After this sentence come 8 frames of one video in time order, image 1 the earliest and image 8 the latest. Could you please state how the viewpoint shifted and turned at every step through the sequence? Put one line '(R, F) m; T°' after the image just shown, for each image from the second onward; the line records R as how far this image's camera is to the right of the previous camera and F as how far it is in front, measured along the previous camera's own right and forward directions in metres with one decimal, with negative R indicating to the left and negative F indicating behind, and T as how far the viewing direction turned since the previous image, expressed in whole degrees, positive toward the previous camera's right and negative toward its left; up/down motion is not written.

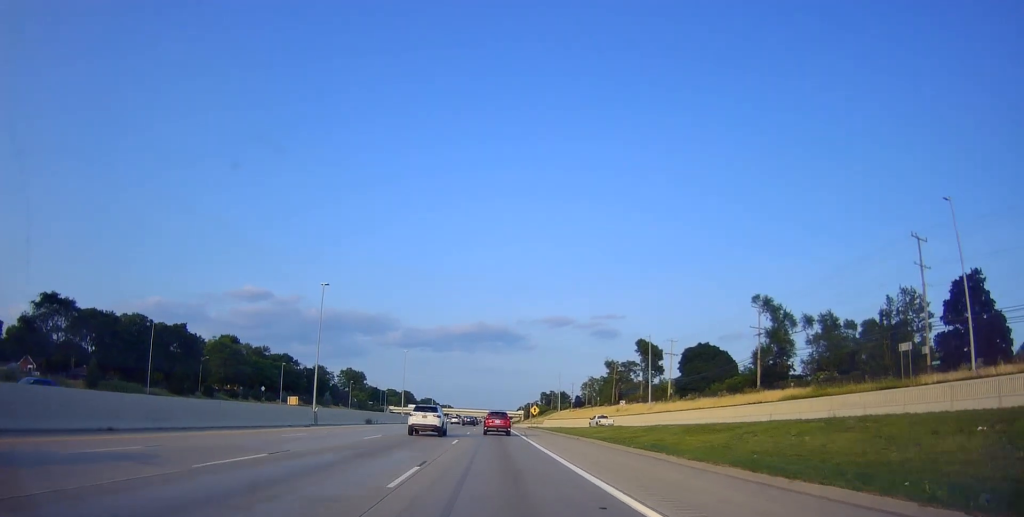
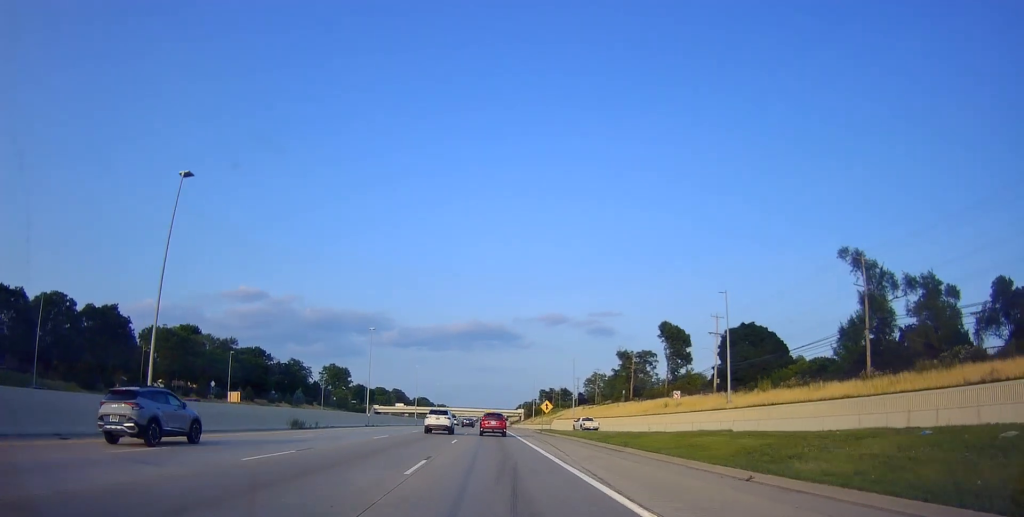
(-0.1, +28.2) m; 0°
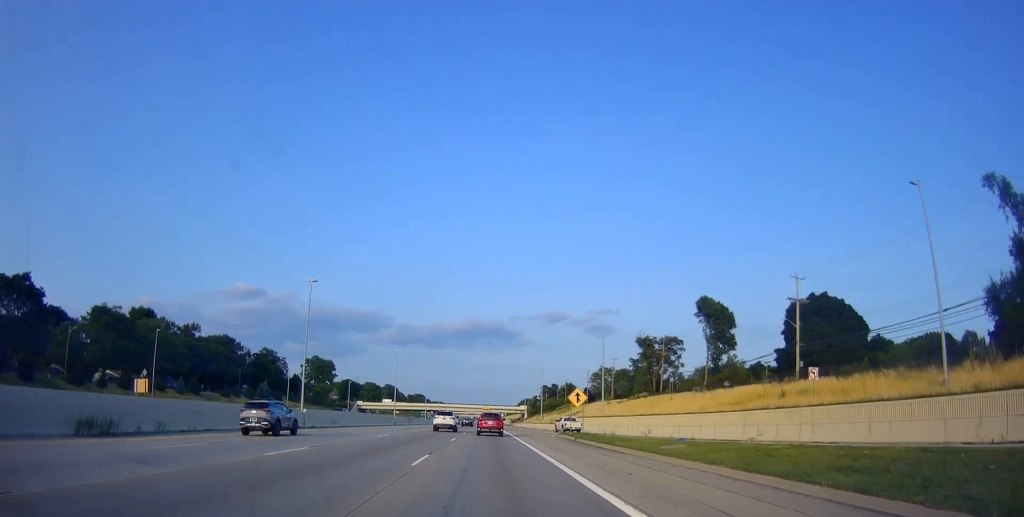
(0.0, +28.0) m; 0°
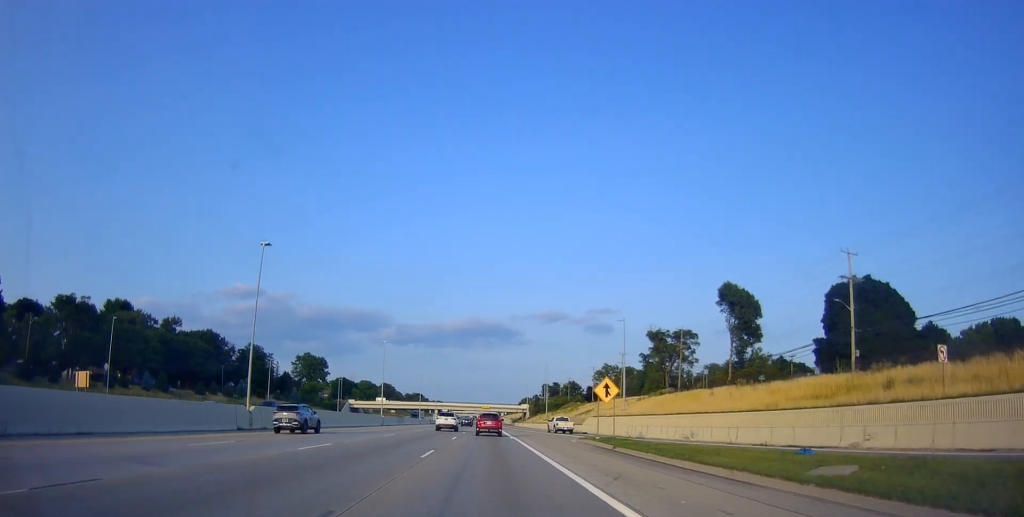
(-0.2, +12.2) m; 0°
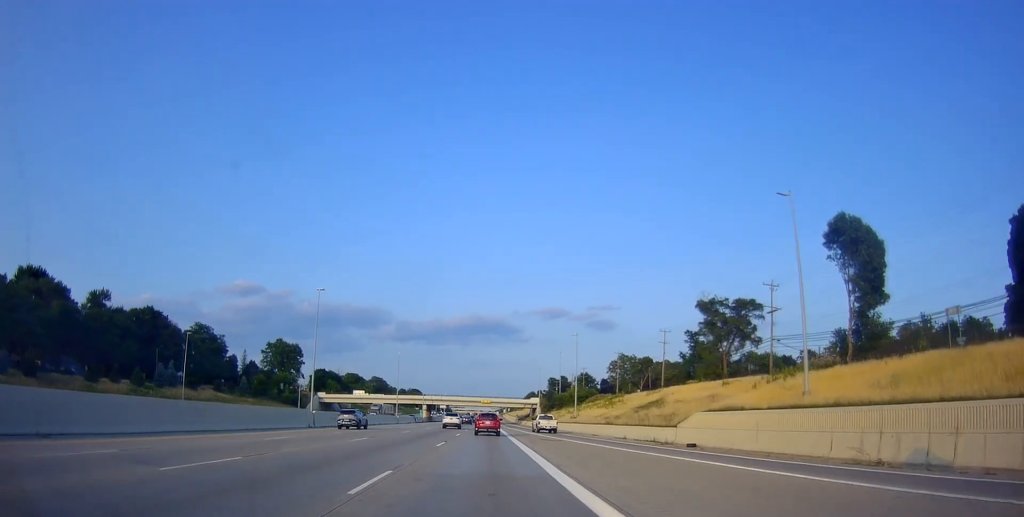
(+0.3, +37.7) m; 0°
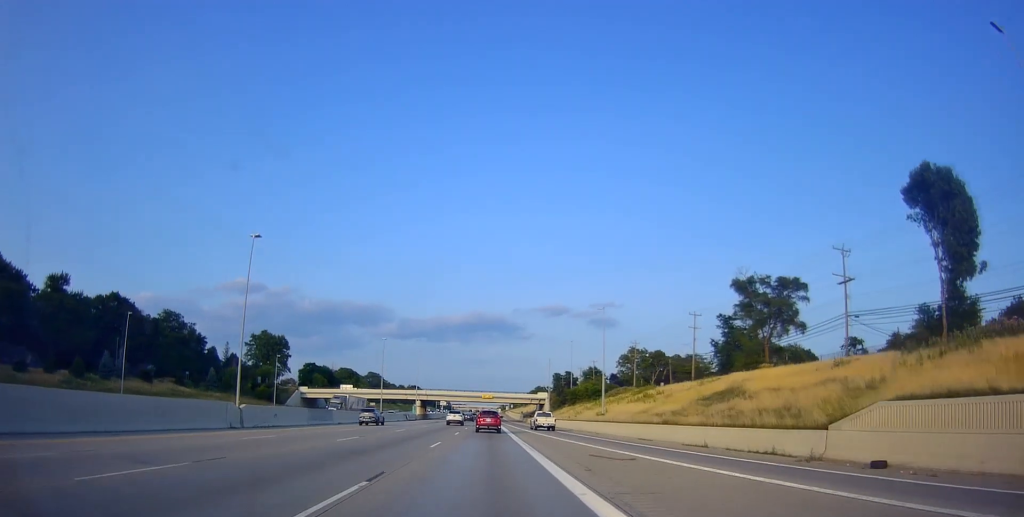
(-0.2, +17.7) m; -1°
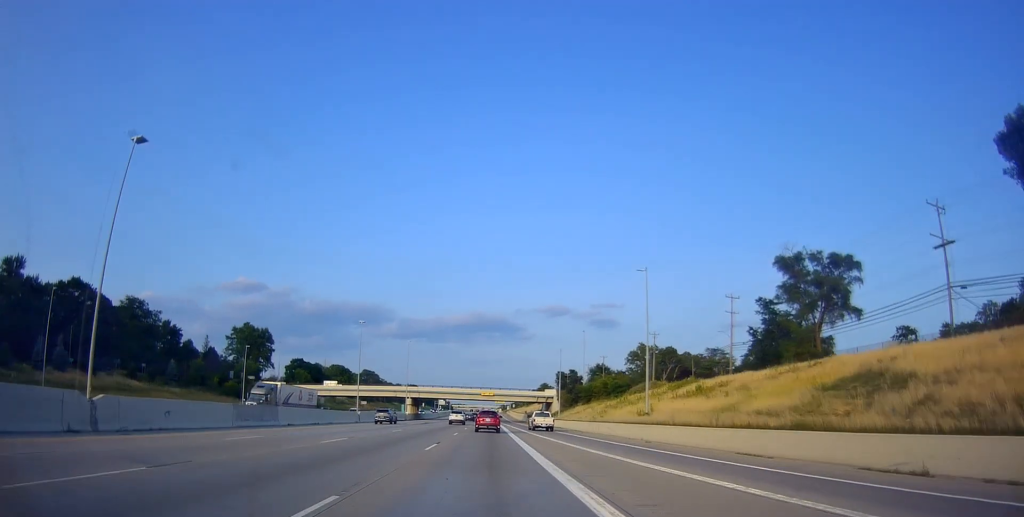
(0.0, +16.0) m; +1°
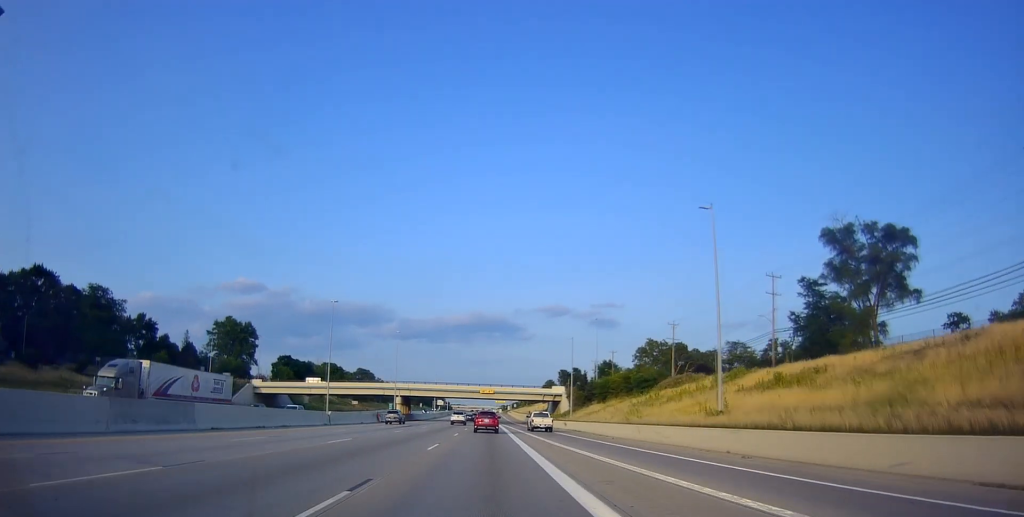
(0.0, +14.2) m; +1°
